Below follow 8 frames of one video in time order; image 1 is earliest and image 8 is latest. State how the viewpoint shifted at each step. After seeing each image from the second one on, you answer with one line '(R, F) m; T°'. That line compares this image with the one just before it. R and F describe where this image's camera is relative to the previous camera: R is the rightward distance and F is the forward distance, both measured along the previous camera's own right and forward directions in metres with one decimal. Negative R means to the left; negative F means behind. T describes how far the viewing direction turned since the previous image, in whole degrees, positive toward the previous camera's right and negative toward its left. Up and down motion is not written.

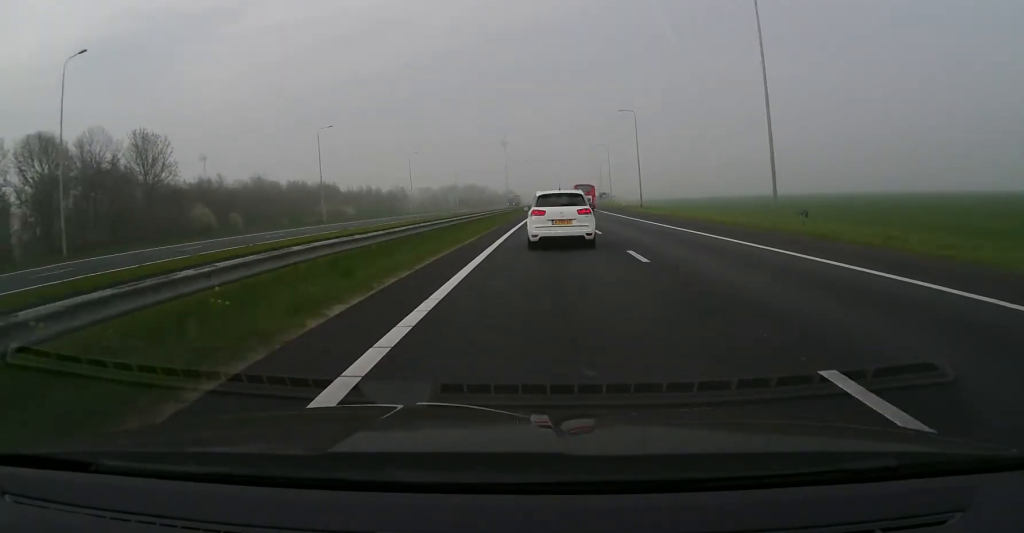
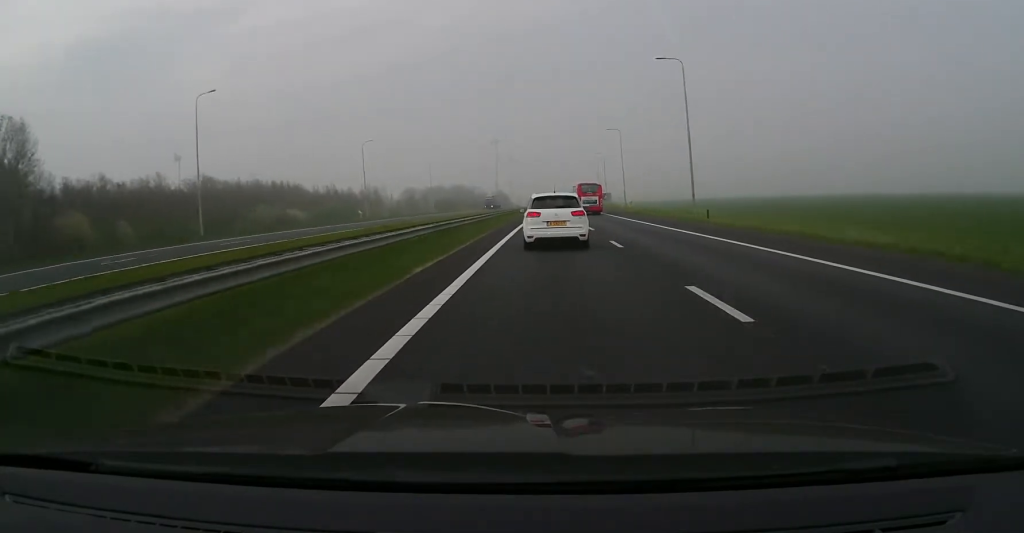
(+0.2, +32.1) m; 0°
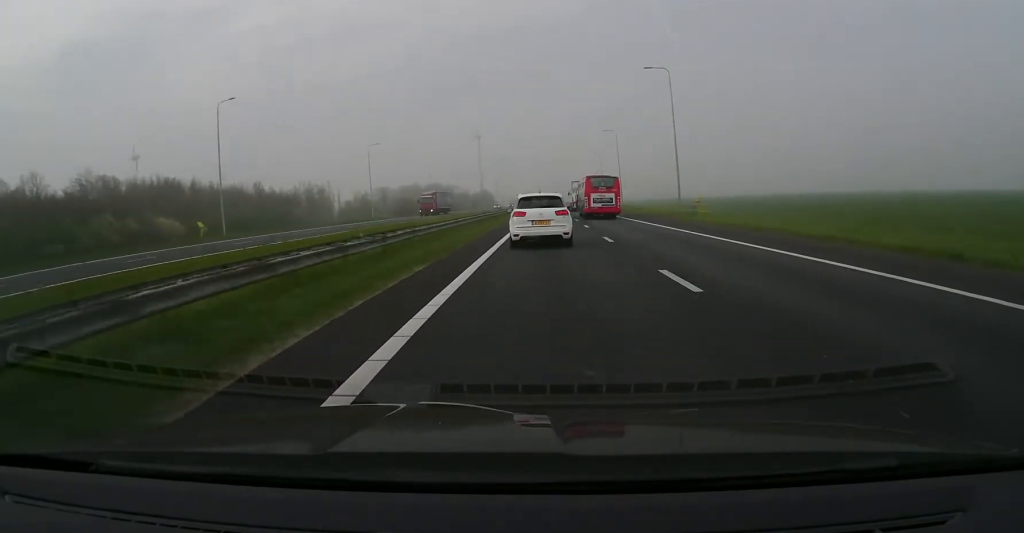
(+0.2, +42.6) m; 0°
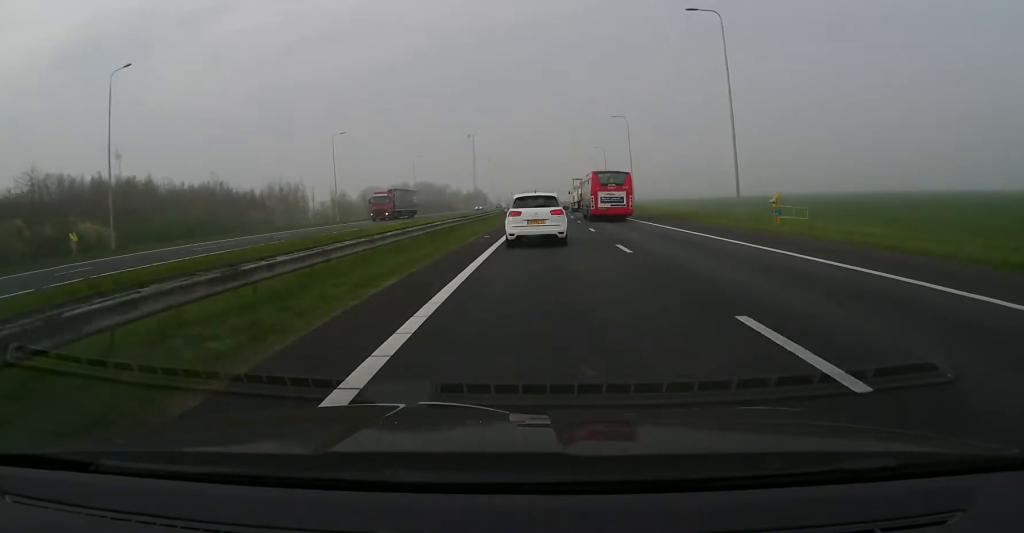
(0.0, +16.2) m; 0°
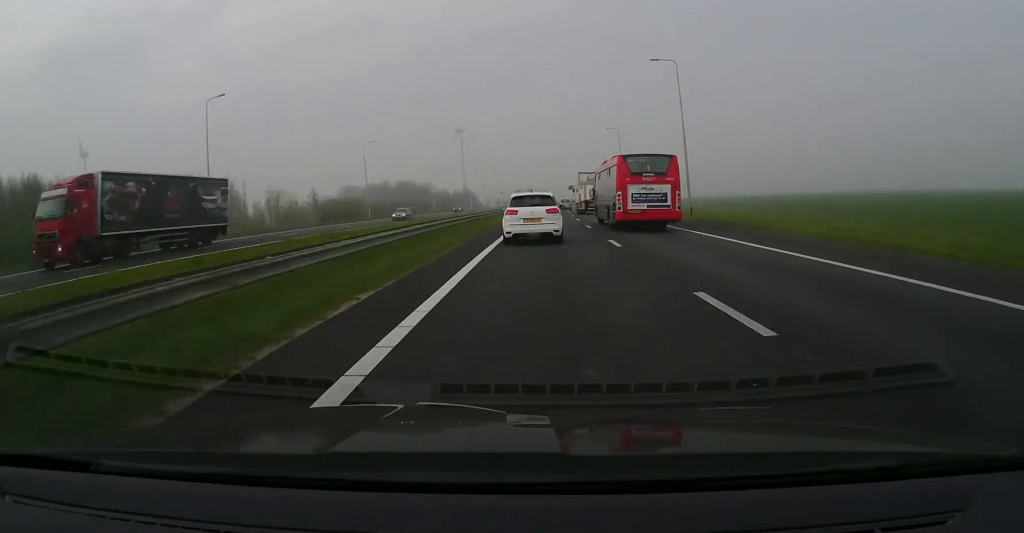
(+0.2, +33.7) m; +1°
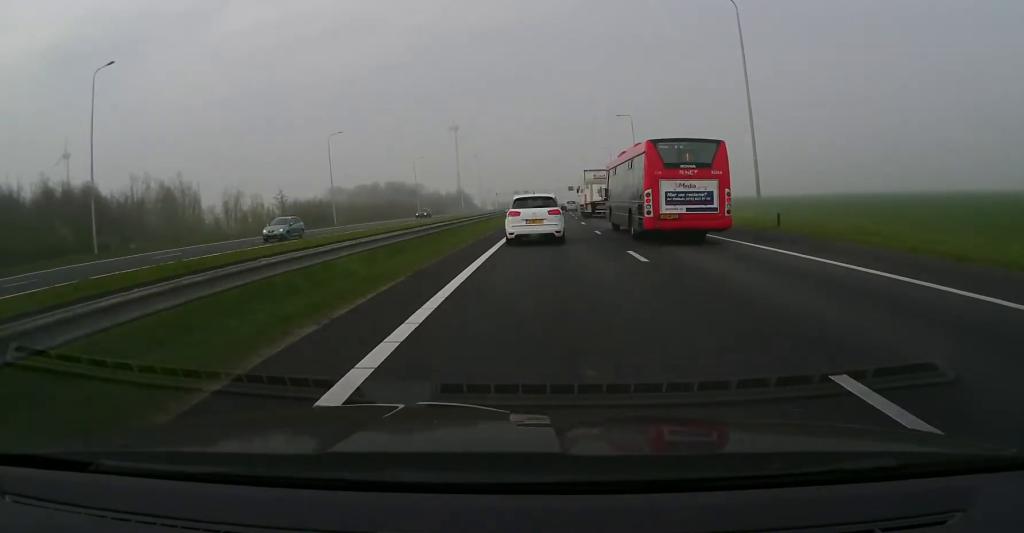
(+0.1, +16.5) m; 0°
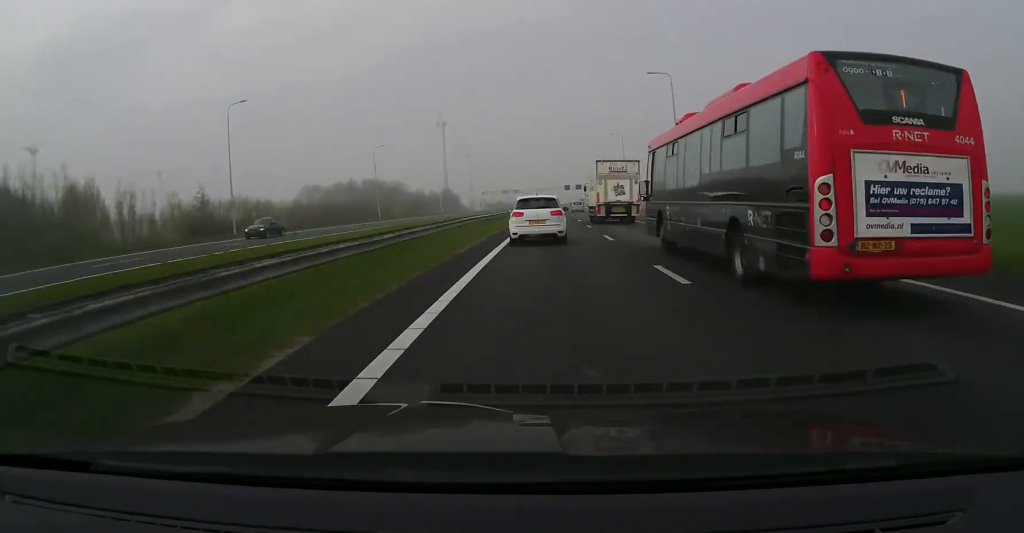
(0.0, +28.1) m; 0°
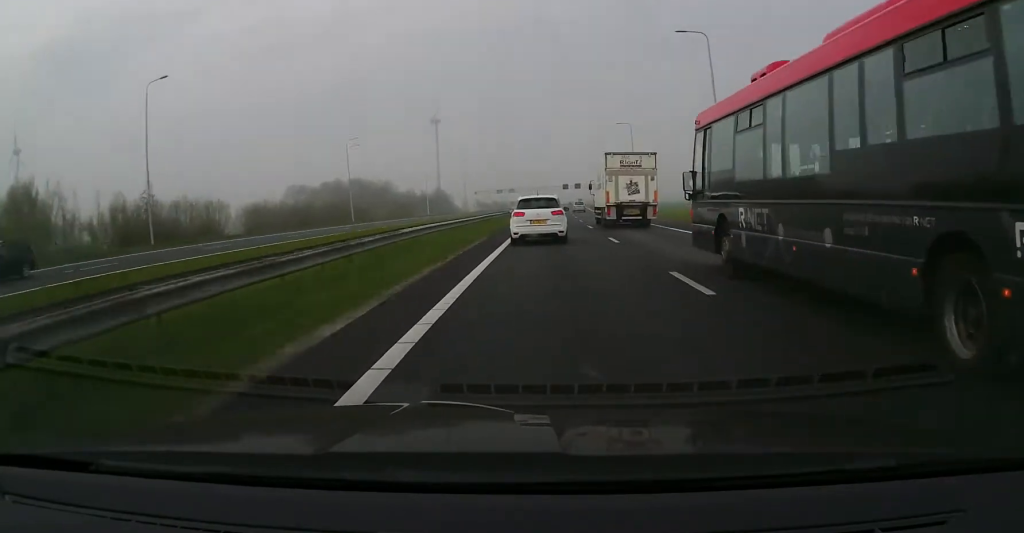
(+0.1, +13.7) m; 0°
